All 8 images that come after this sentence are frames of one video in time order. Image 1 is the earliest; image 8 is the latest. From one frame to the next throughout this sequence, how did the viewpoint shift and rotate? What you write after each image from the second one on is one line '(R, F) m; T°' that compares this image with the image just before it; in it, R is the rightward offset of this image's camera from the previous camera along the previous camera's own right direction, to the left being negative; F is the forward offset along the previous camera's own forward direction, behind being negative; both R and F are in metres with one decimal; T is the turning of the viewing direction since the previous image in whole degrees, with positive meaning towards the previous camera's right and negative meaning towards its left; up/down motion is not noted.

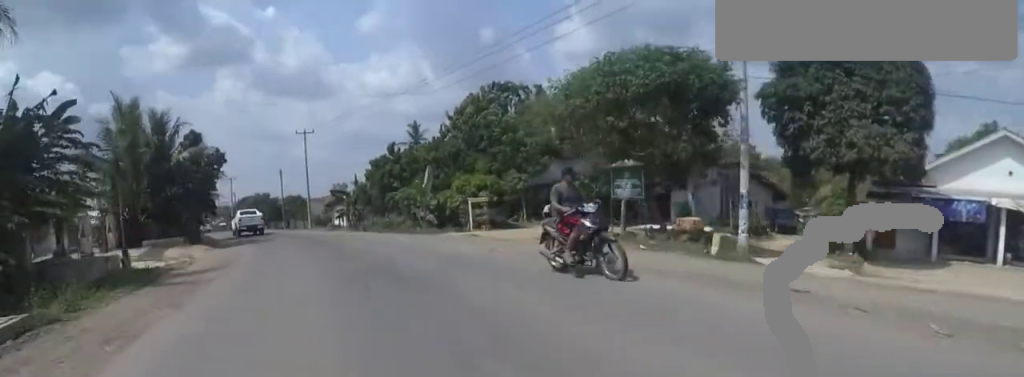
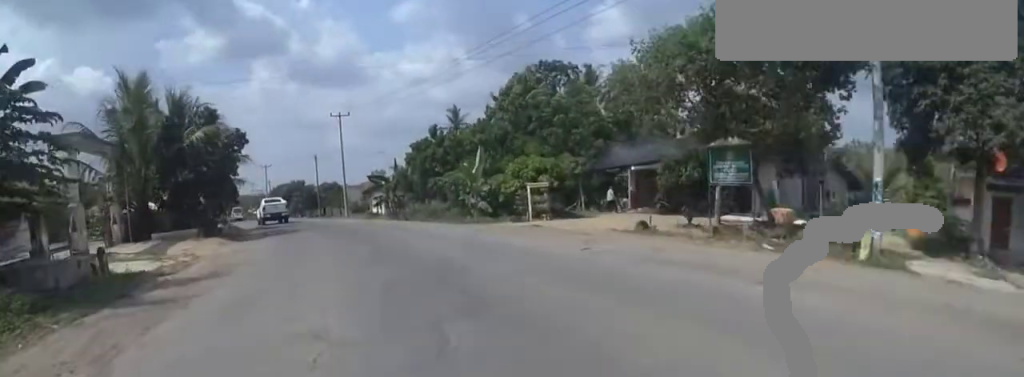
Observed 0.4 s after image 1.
(-0.1, +3.5) m; -1°
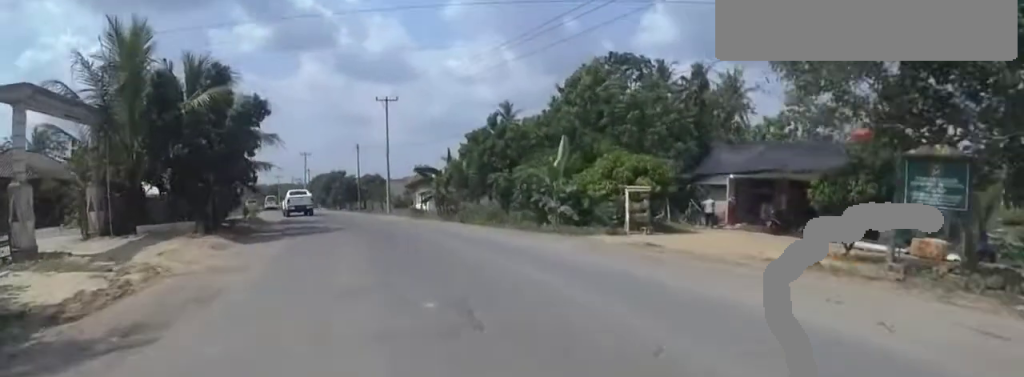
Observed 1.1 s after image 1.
(-0.3, +5.2) m; -1°
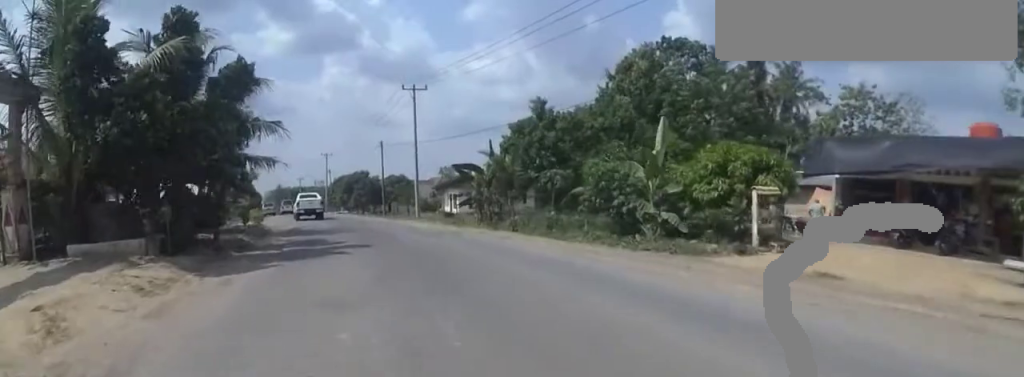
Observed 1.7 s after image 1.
(+0.2, +5.1) m; -6°
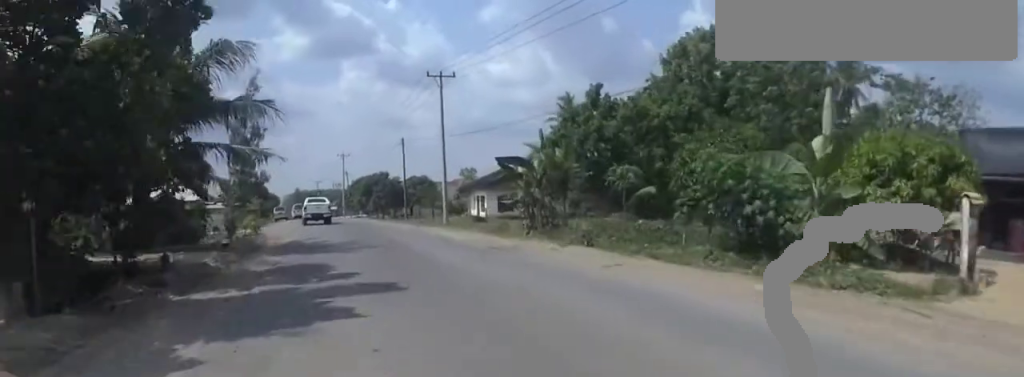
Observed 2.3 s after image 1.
(-0.1, +5.1) m; -7°
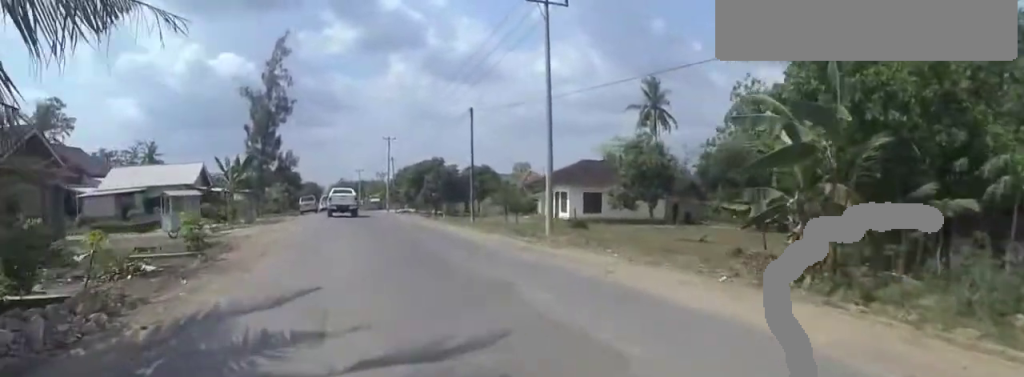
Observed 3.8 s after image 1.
(-1.8, +11.9) m; -9°
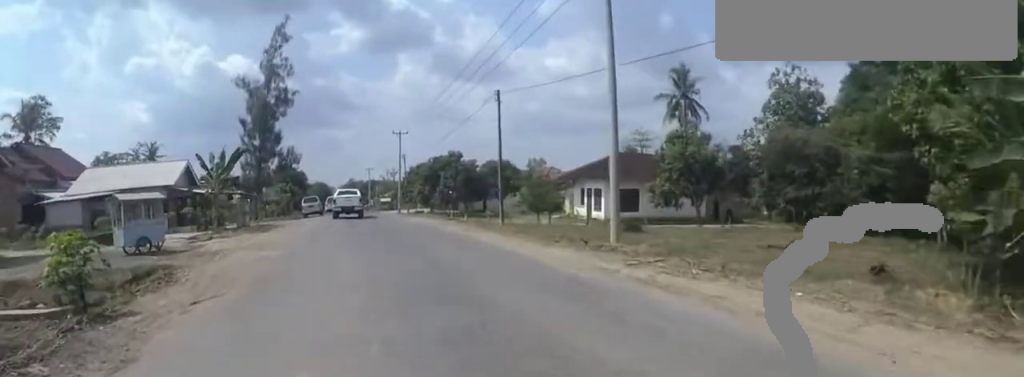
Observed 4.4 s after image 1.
(0.0, +4.6) m; 0°
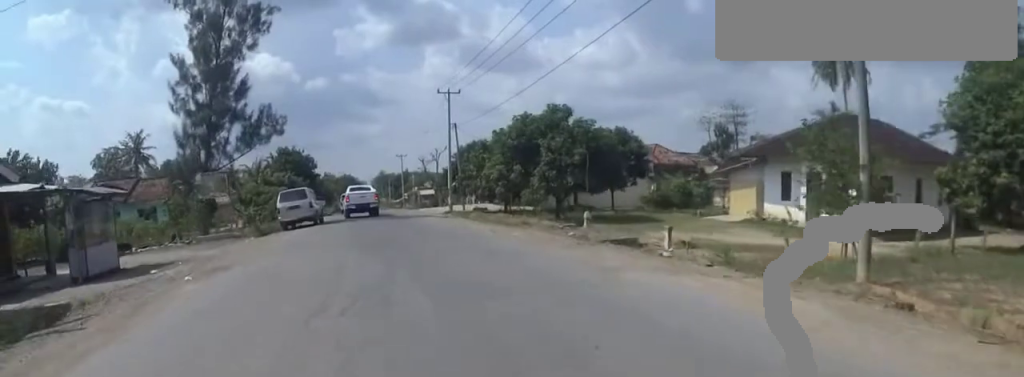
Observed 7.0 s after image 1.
(0.0, +19.4) m; 0°
